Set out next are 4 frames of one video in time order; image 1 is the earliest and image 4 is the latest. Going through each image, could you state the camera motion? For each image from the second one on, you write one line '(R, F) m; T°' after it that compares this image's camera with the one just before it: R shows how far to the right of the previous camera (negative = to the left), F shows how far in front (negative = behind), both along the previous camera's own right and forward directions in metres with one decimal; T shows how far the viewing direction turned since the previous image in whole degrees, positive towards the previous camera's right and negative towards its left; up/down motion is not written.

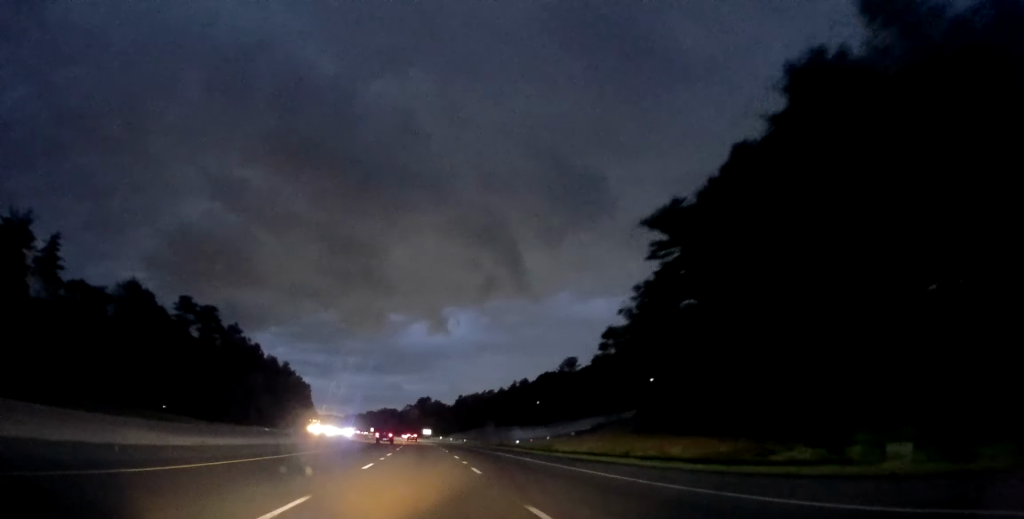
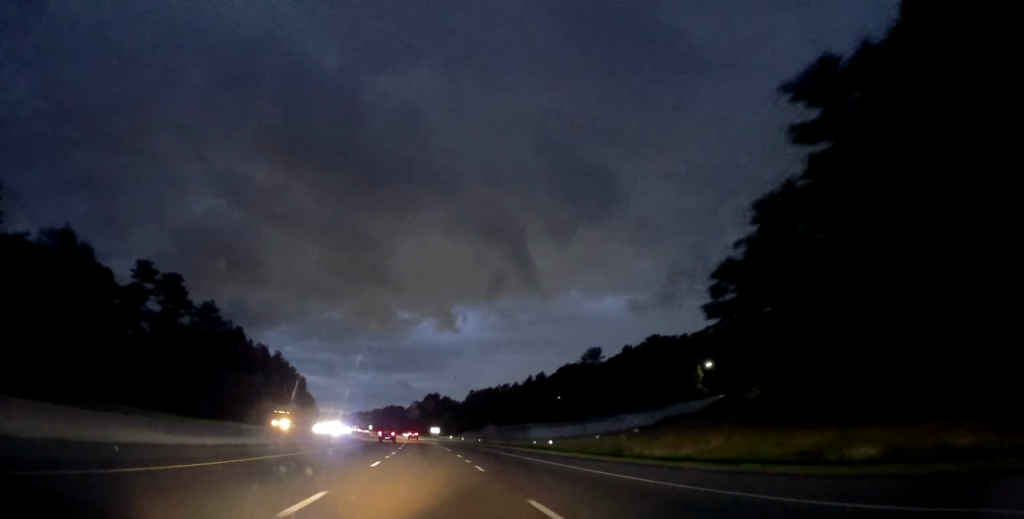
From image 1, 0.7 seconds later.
(-0.7, +23.3) m; -1°
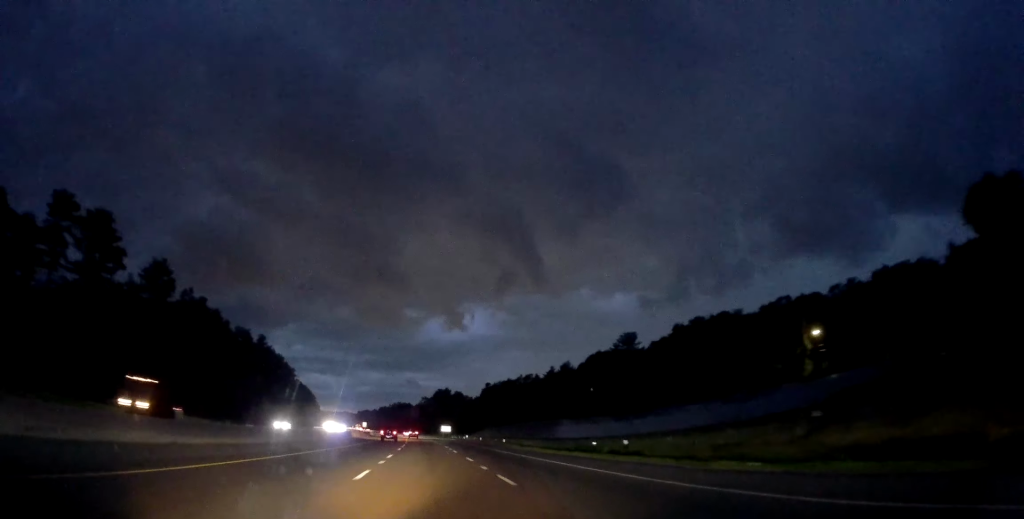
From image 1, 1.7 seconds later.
(+0.4, +29.6) m; 0°
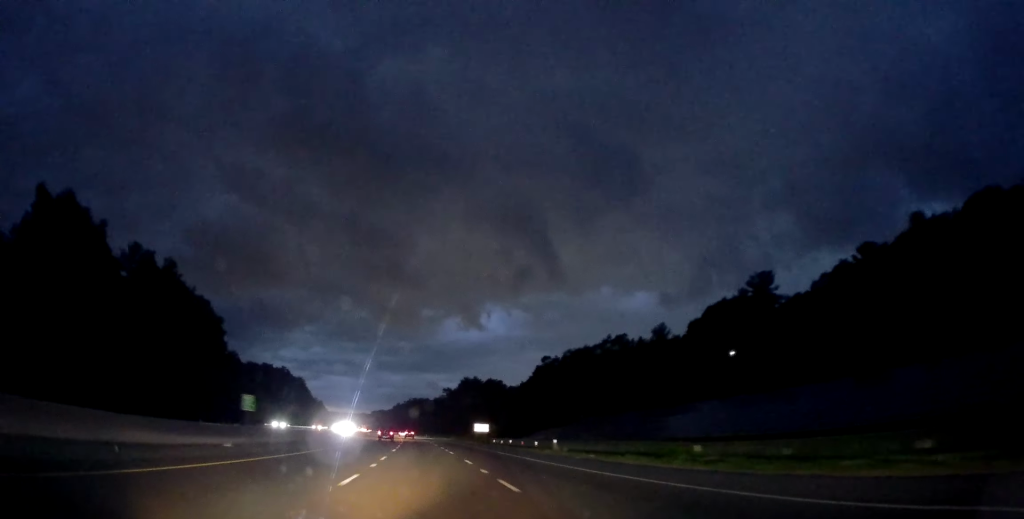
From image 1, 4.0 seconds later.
(-1.9, +74.3) m; -3°
